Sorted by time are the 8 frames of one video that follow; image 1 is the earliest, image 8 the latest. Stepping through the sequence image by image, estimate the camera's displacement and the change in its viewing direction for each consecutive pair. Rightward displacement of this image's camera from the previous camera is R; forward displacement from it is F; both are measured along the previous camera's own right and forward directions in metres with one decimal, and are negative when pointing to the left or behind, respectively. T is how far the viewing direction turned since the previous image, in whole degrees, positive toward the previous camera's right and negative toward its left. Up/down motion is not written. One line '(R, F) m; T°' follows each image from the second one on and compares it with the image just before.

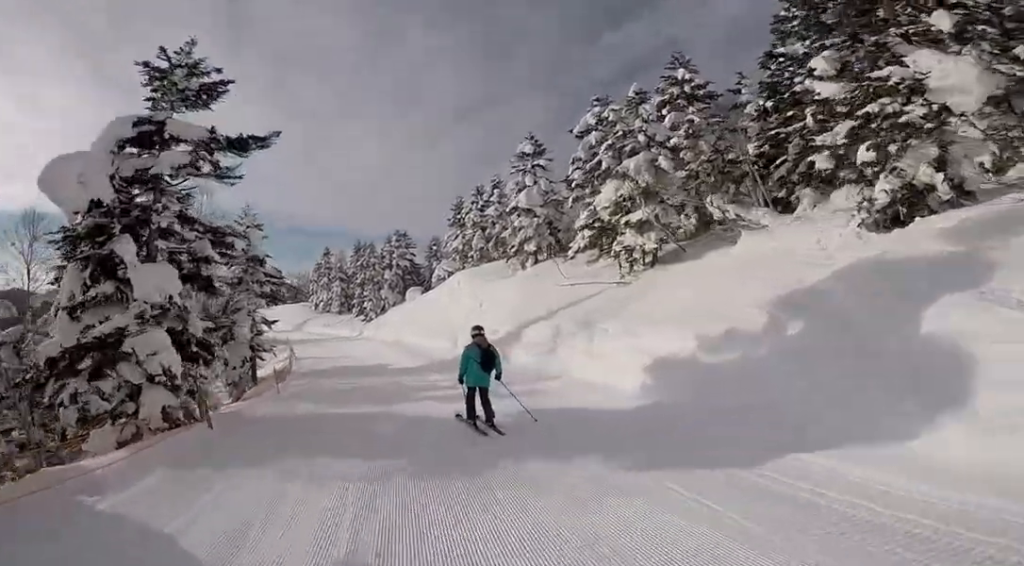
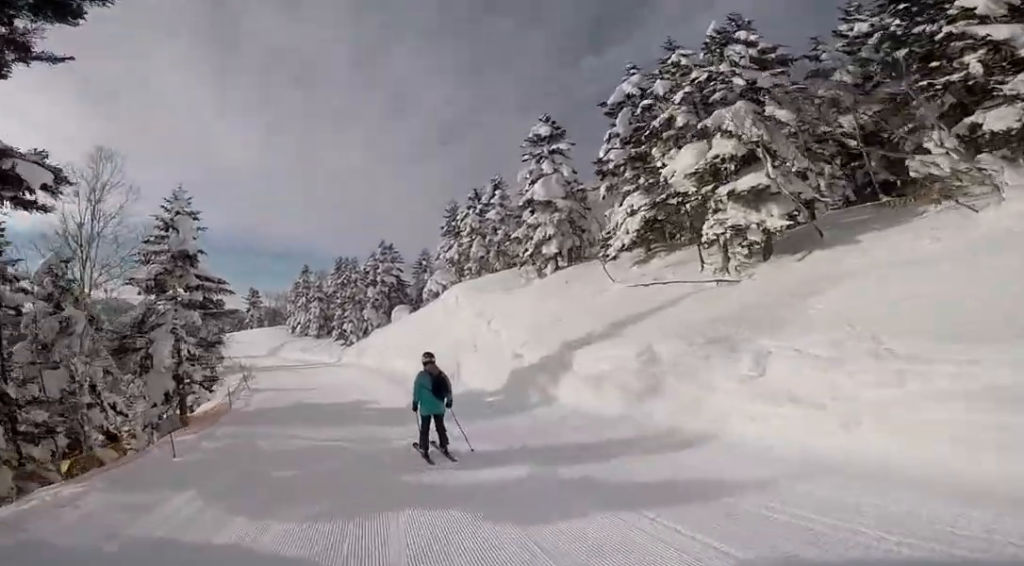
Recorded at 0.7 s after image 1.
(-0.1, +6.2) m; -3°
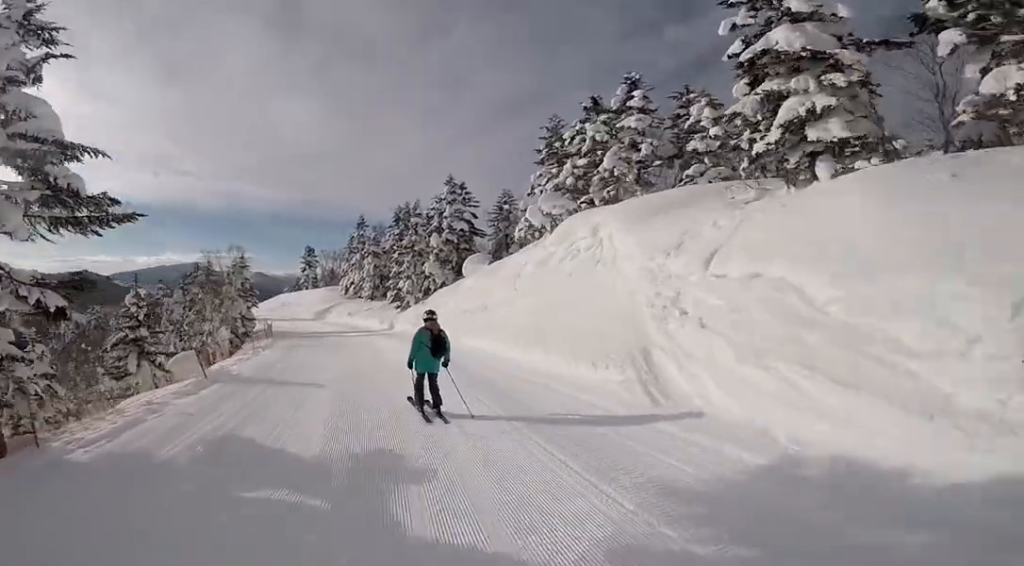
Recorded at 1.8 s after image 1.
(-0.8, +11.0) m; -8°
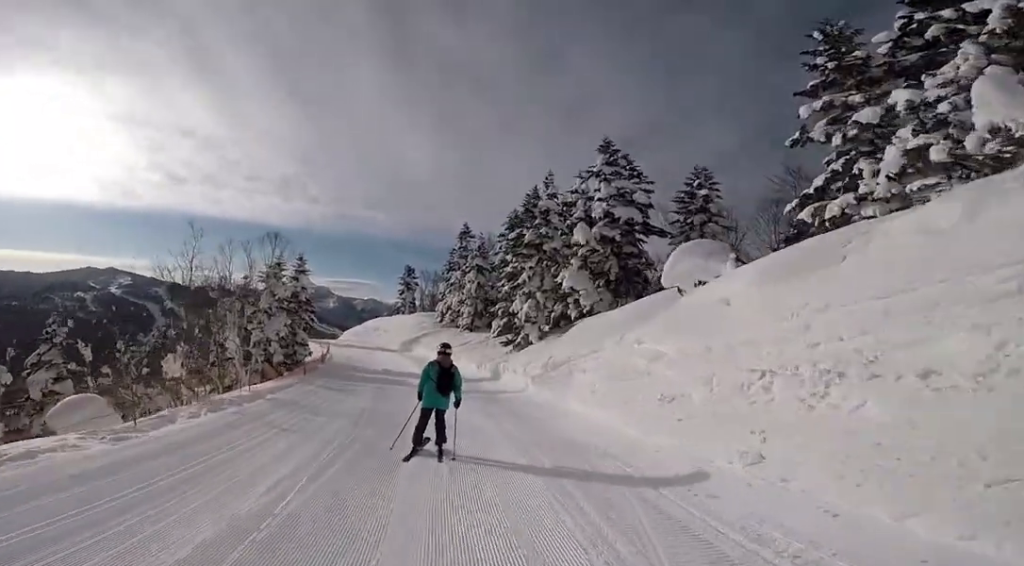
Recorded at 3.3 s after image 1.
(-1.3, +13.1) m; -3°
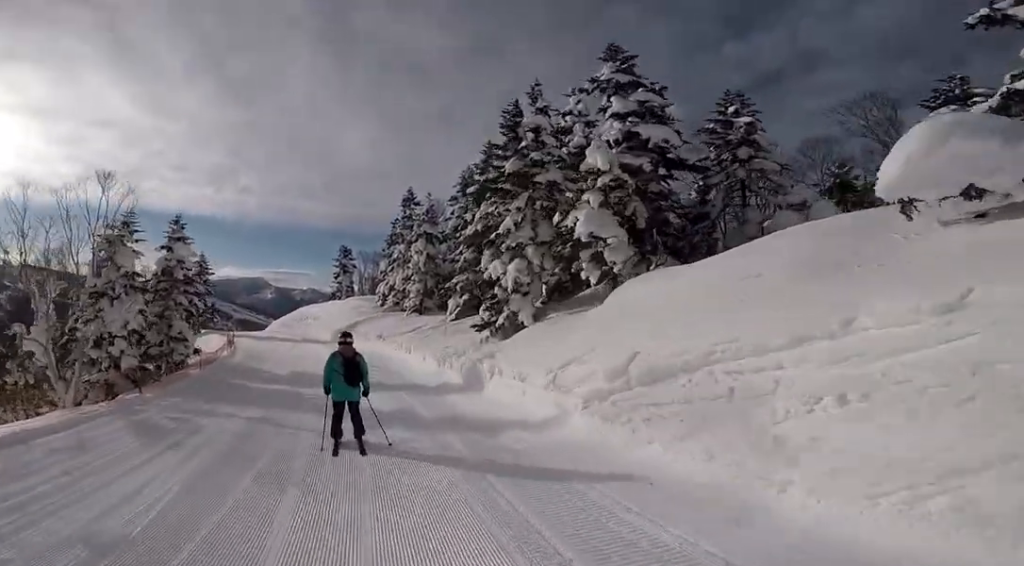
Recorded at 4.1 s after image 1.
(+1.0, +7.6) m; -1°
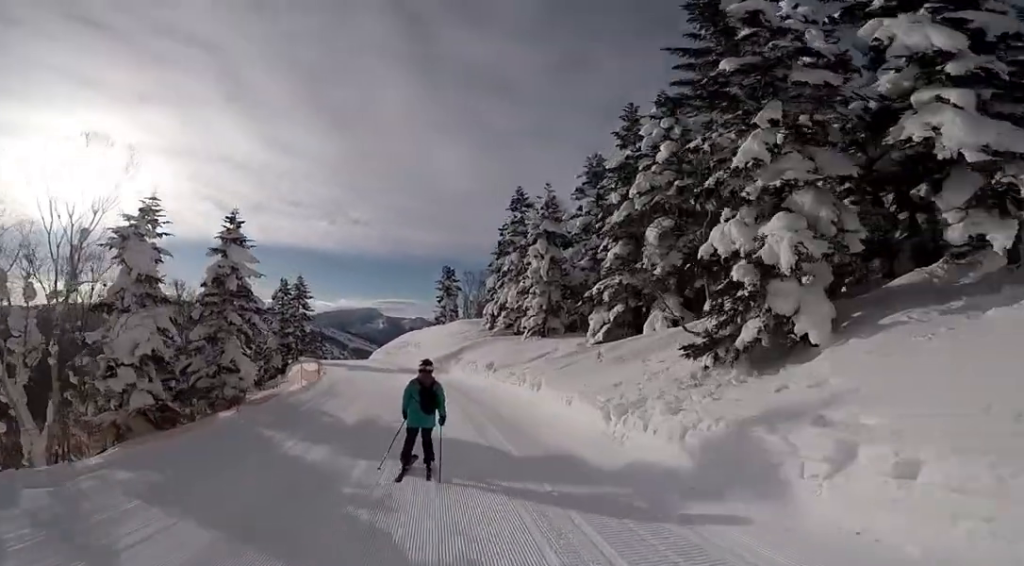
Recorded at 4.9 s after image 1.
(-0.7, +6.2) m; -9°
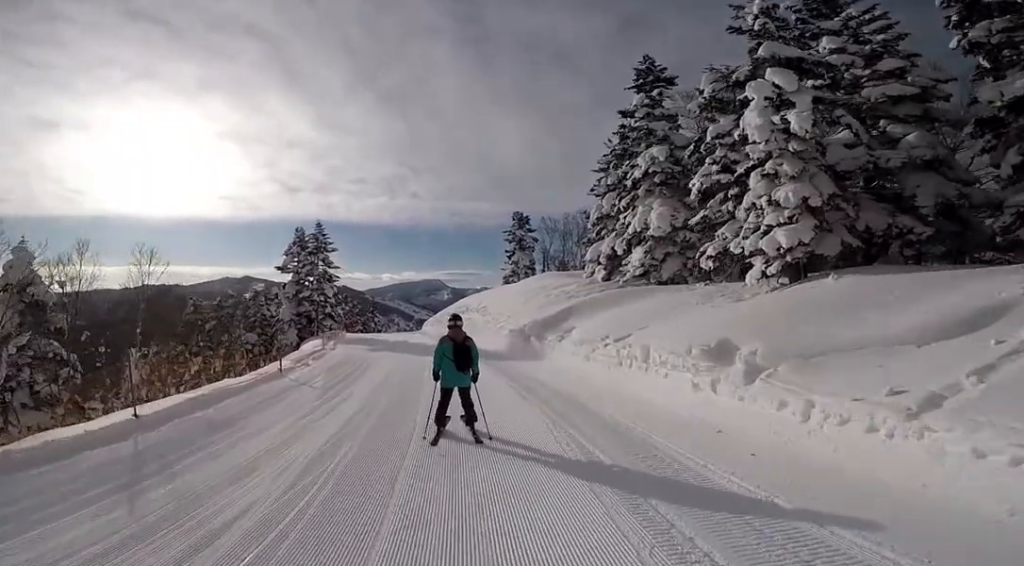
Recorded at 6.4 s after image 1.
(-1.9, +13.1) m; -6°
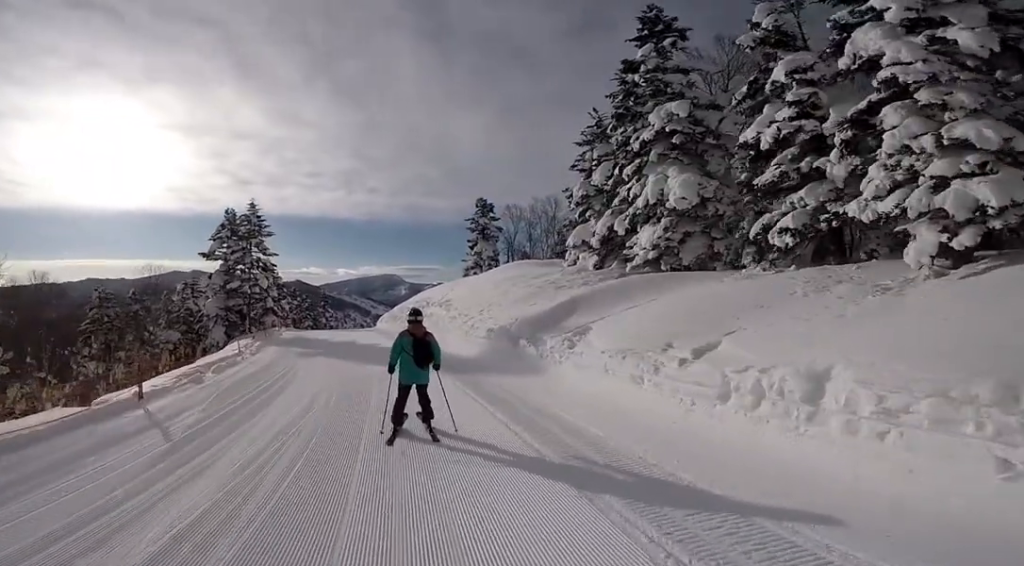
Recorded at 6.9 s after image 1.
(+0.6, +4.3) m; -1°
